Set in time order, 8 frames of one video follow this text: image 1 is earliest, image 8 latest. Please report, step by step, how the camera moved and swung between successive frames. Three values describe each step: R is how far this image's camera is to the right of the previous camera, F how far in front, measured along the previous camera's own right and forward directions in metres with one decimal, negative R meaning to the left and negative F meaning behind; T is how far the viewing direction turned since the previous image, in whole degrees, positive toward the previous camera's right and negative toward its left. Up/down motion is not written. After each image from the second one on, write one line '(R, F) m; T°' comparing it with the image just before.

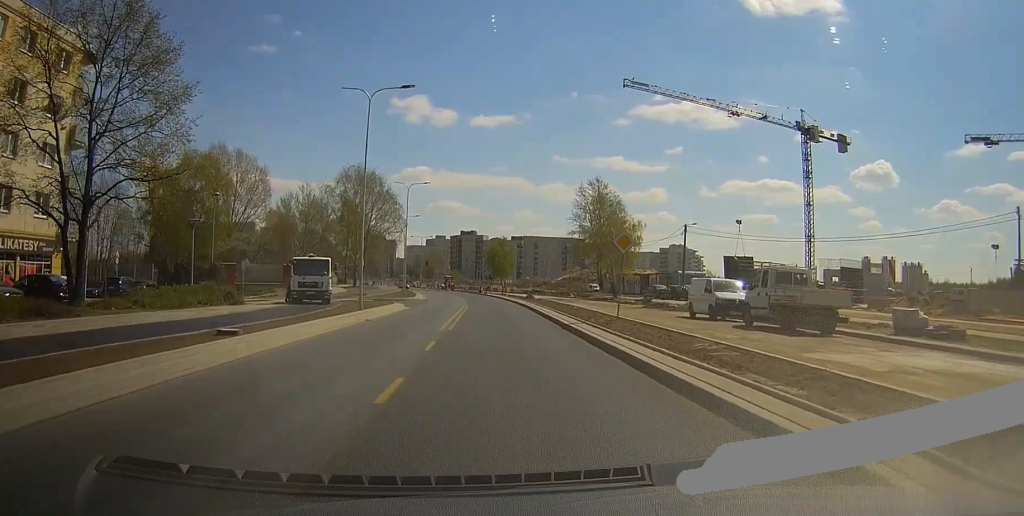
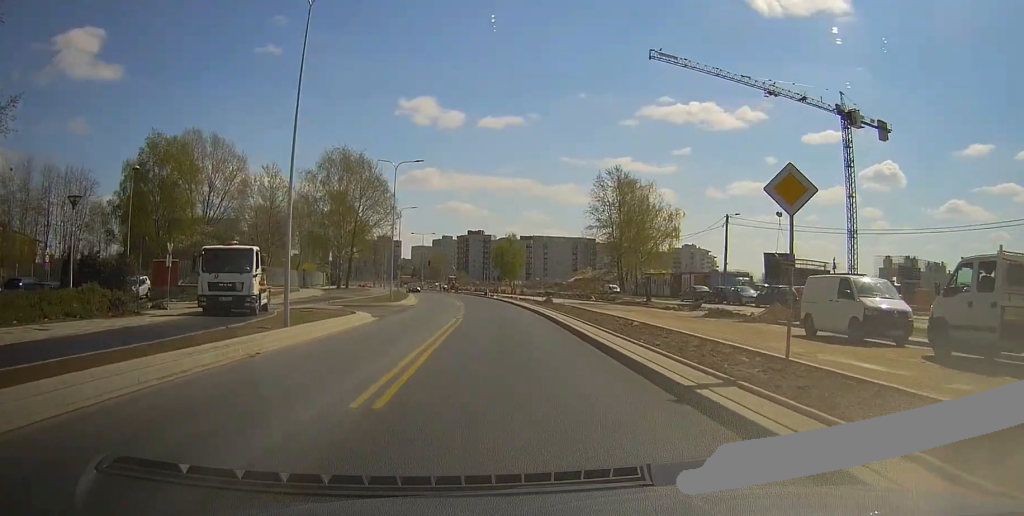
(0.0, +12.7) m; +1°
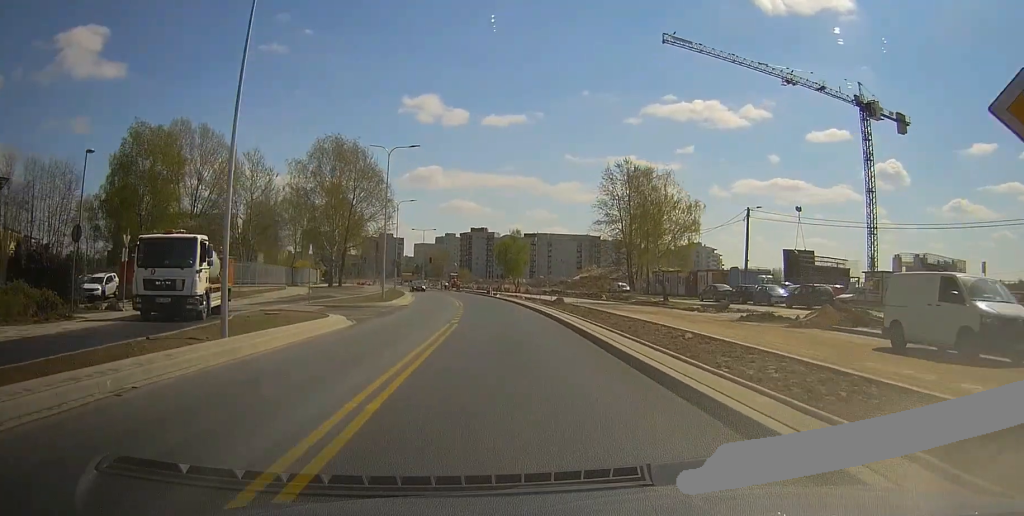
(0.0, +5.2) m; 0°
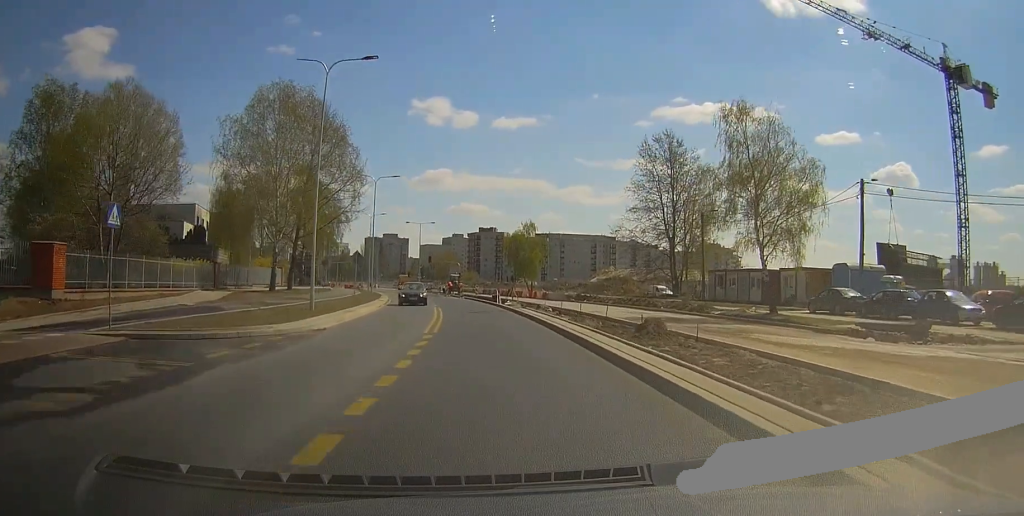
(+0.2, +20.8) m; 0°
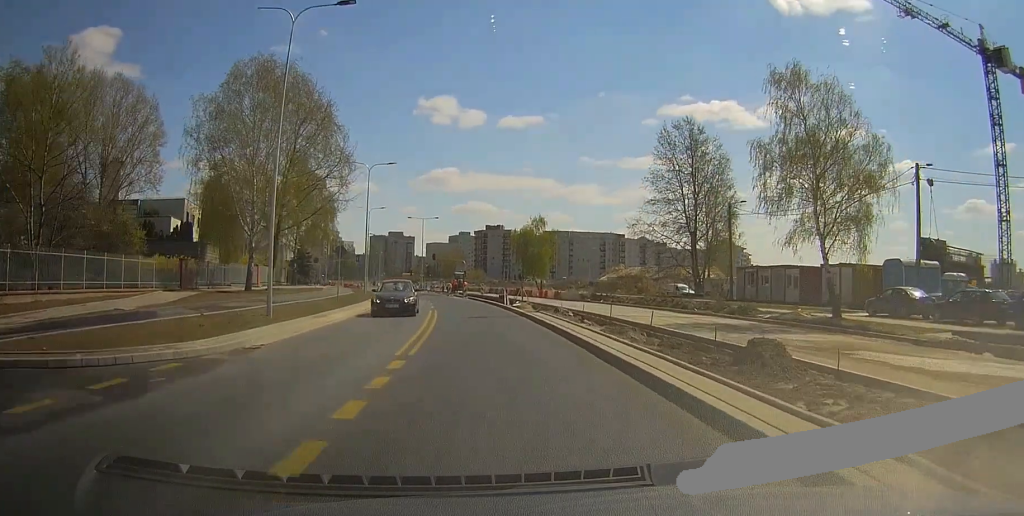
(-0.1, +6.4) m; -2°
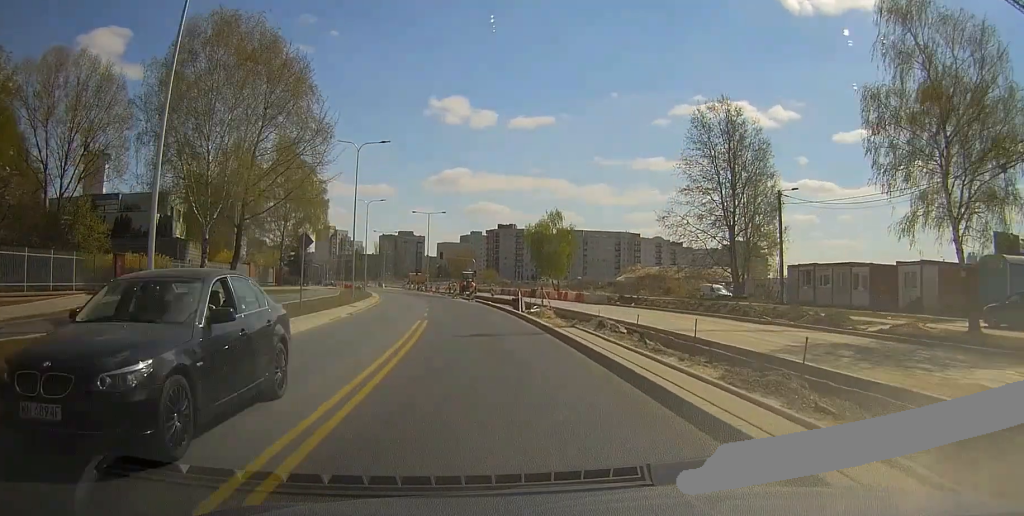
(-0.1, +9.1) m; -2°
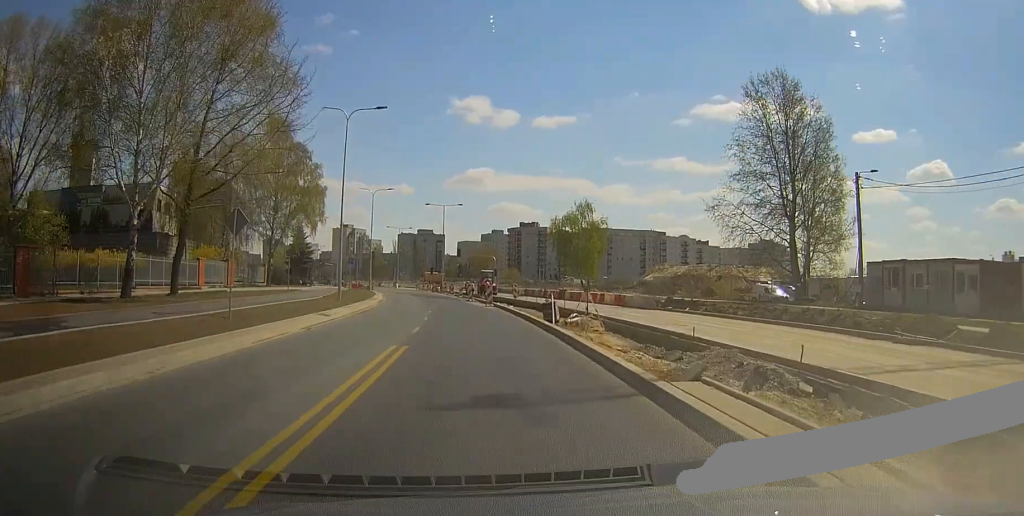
(-0.3, +9.9) m; -2°
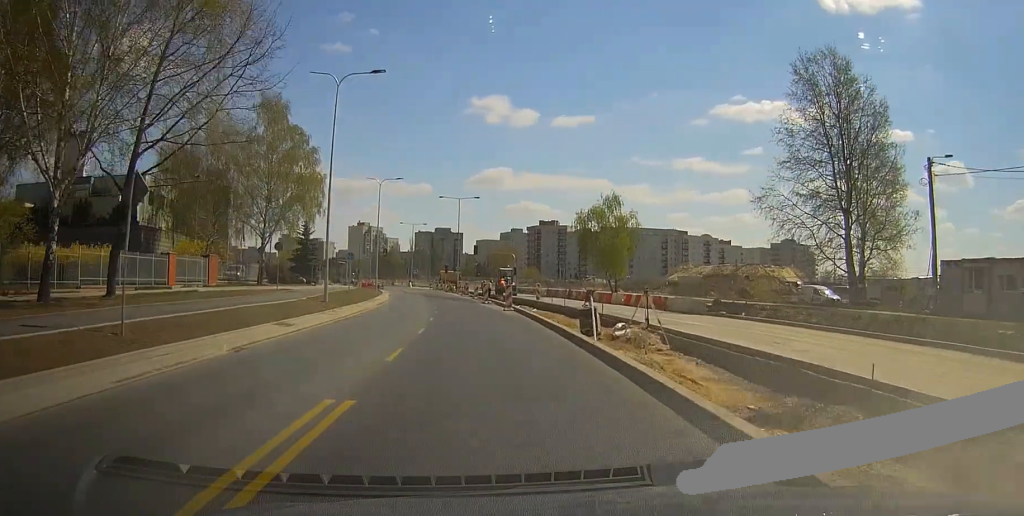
(0.0, +7.0) m; -1°
